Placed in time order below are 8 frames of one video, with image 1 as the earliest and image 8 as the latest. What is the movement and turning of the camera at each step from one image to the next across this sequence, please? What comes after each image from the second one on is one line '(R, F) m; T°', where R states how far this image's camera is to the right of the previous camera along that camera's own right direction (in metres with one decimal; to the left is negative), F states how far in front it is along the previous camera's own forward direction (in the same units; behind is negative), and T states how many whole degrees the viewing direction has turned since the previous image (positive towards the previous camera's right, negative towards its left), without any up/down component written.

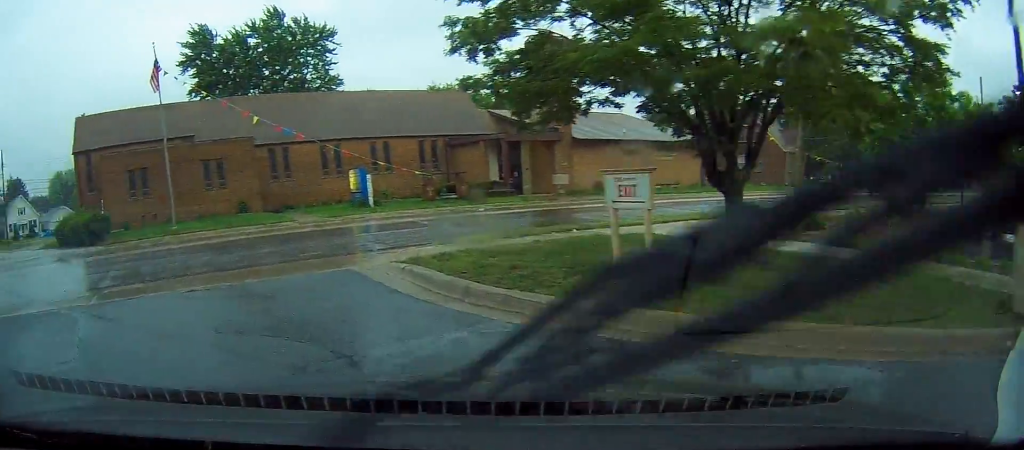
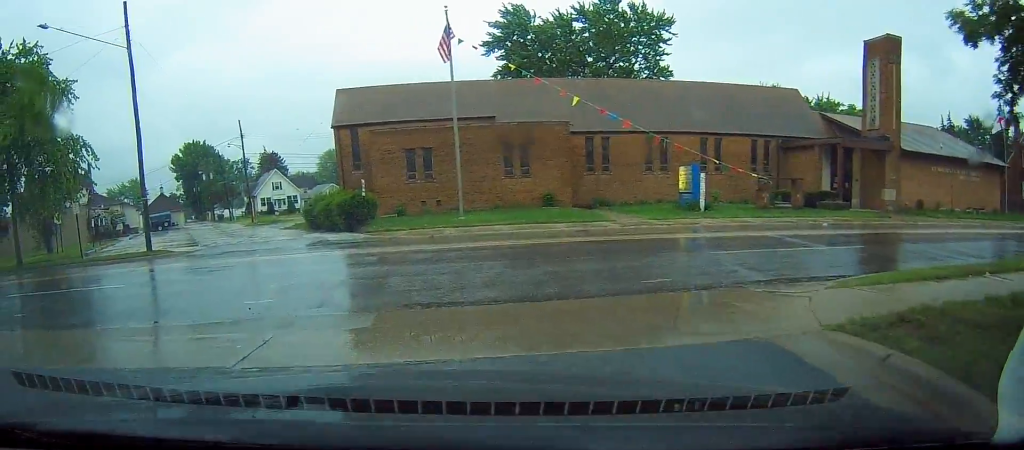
(-1.5, +4.2) m; -28°
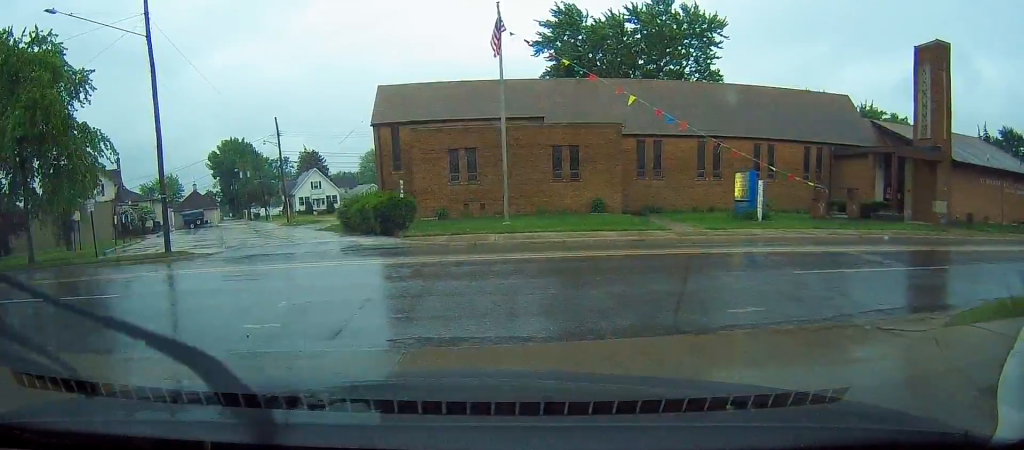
(-0.3, +1.8) m; -5°
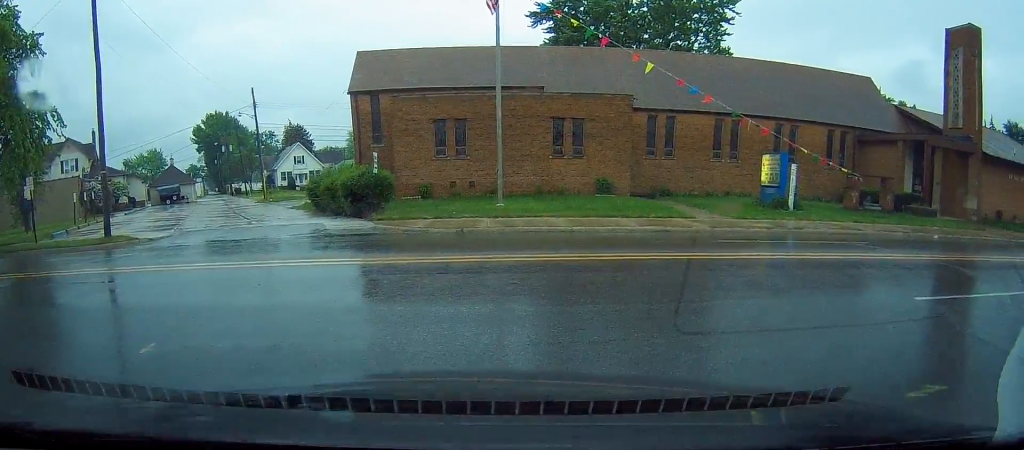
(+0.3, +4.2) m; +7°
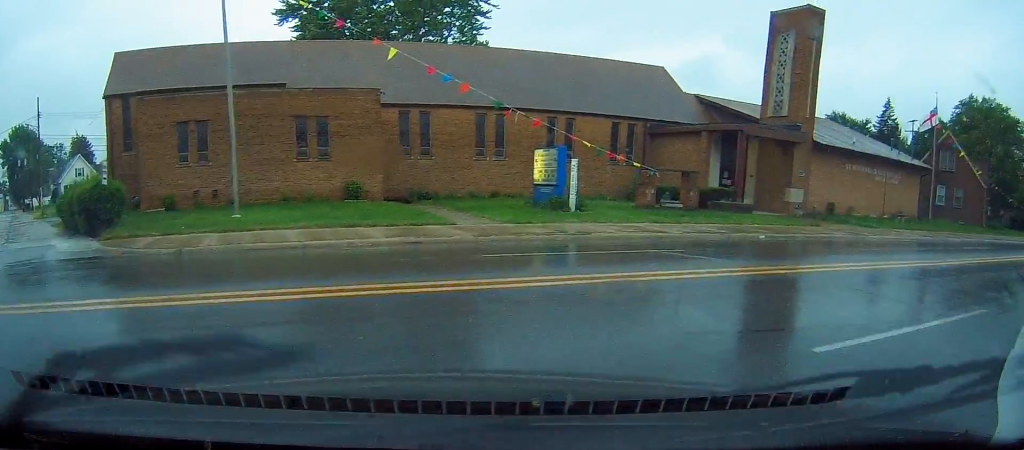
(+0.1, +2.8) m; +27°
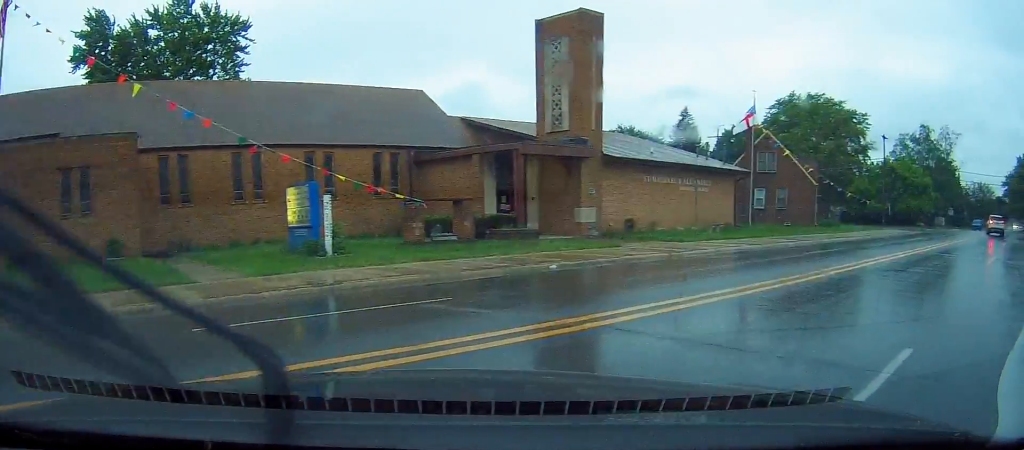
(+0.7, +2.4) m; +25°
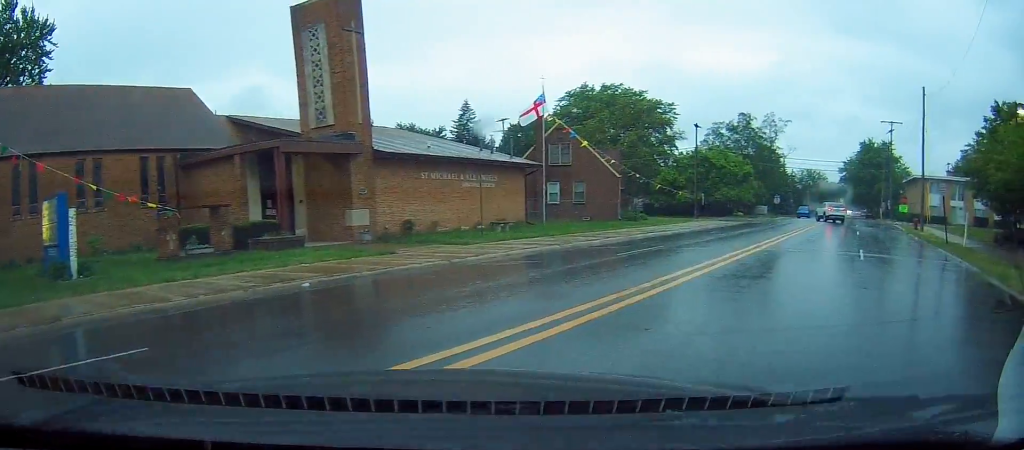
(+0.4, +2.8) m; +12°
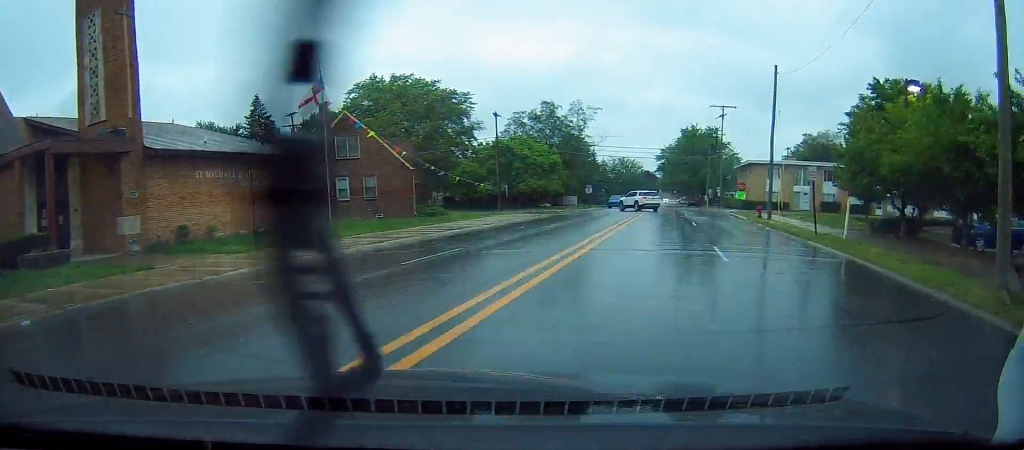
(+0.3, +3.2) m; +10°
